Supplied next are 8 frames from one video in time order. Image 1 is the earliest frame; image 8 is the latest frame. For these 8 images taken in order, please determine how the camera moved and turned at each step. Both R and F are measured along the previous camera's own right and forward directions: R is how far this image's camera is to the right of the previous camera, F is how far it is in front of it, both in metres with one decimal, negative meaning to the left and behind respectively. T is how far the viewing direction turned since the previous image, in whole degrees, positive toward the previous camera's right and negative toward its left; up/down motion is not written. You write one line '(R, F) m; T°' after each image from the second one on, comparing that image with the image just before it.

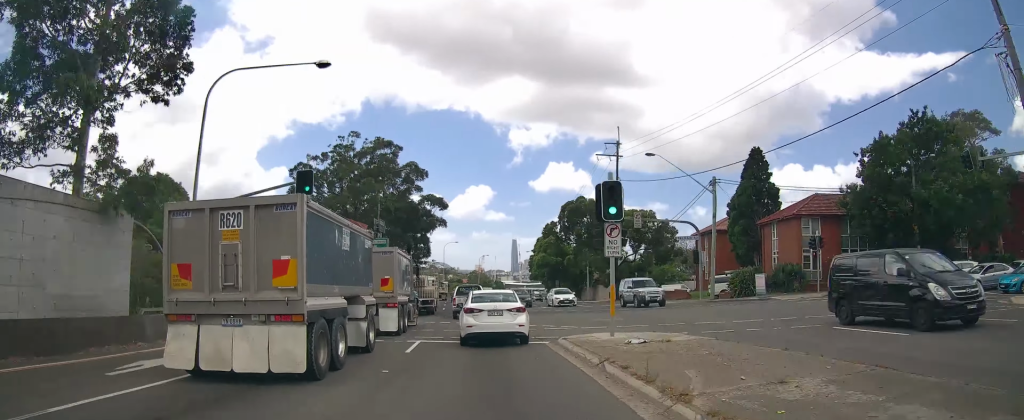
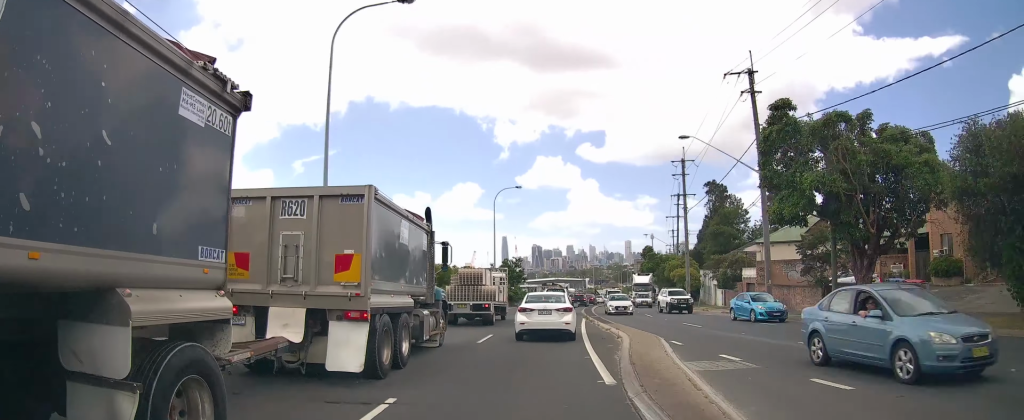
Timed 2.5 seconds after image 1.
(-4.2, +100.9) m; +3°
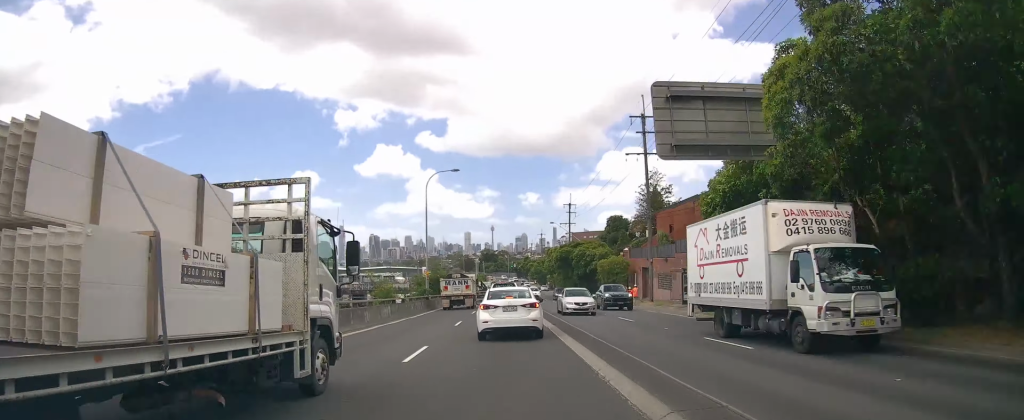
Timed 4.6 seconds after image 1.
(+11.3, +84.8) m; +12°
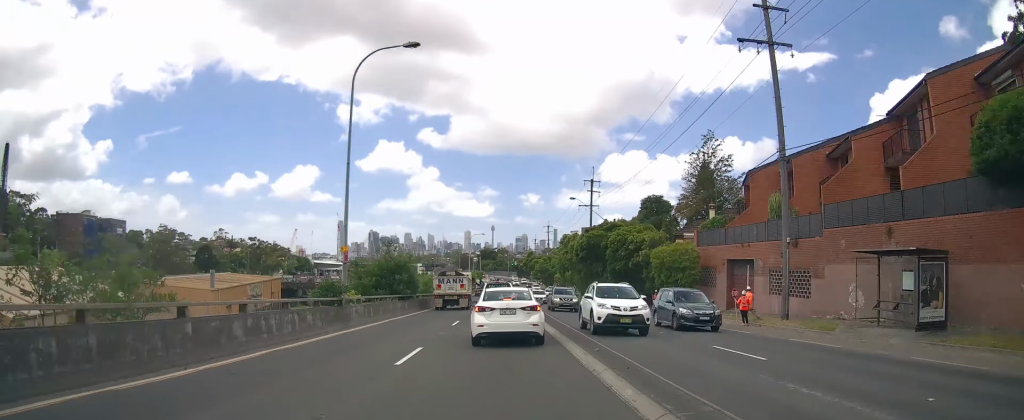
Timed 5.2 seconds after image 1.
(+0.7, +23.9) m; +1°
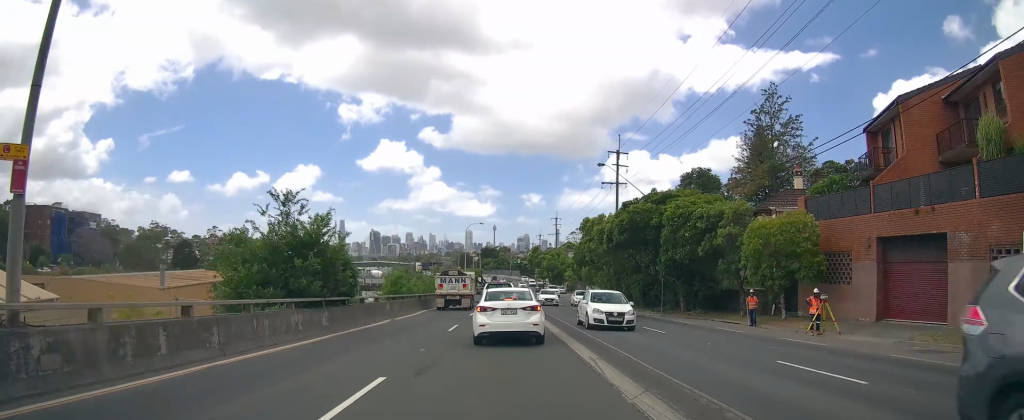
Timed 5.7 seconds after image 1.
(+0.2, +17.1) m; +1°
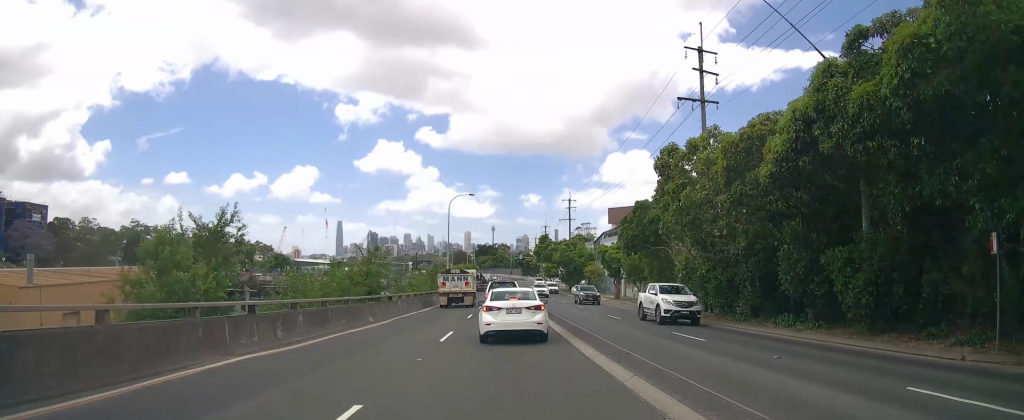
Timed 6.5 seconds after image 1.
(0.0, +27.8) m; 0°
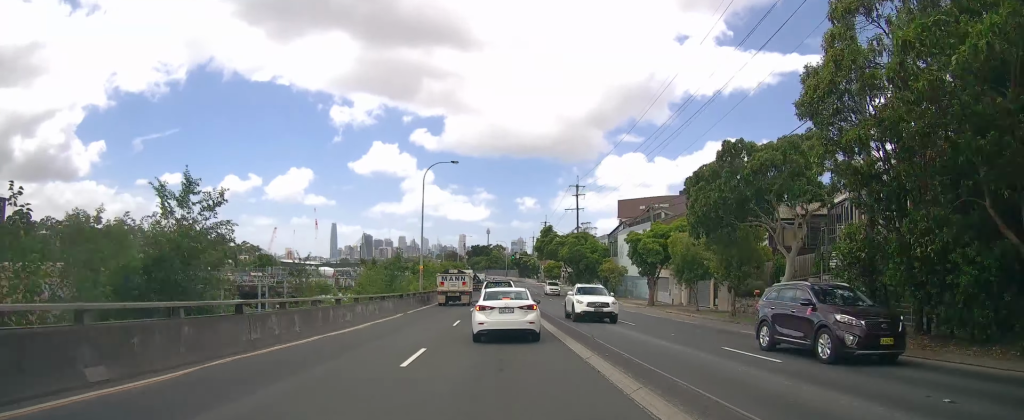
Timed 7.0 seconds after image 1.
(0.0, +17.4) m; 0°
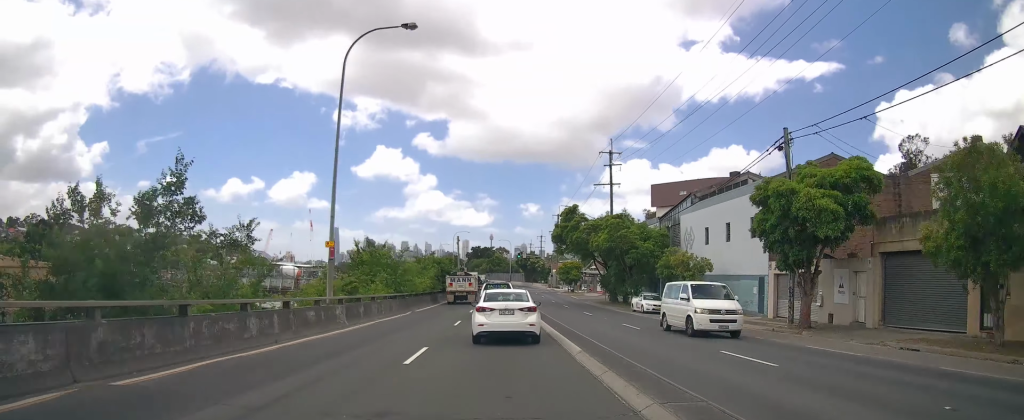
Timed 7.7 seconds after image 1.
(0.0, +25.6) m; 0°
